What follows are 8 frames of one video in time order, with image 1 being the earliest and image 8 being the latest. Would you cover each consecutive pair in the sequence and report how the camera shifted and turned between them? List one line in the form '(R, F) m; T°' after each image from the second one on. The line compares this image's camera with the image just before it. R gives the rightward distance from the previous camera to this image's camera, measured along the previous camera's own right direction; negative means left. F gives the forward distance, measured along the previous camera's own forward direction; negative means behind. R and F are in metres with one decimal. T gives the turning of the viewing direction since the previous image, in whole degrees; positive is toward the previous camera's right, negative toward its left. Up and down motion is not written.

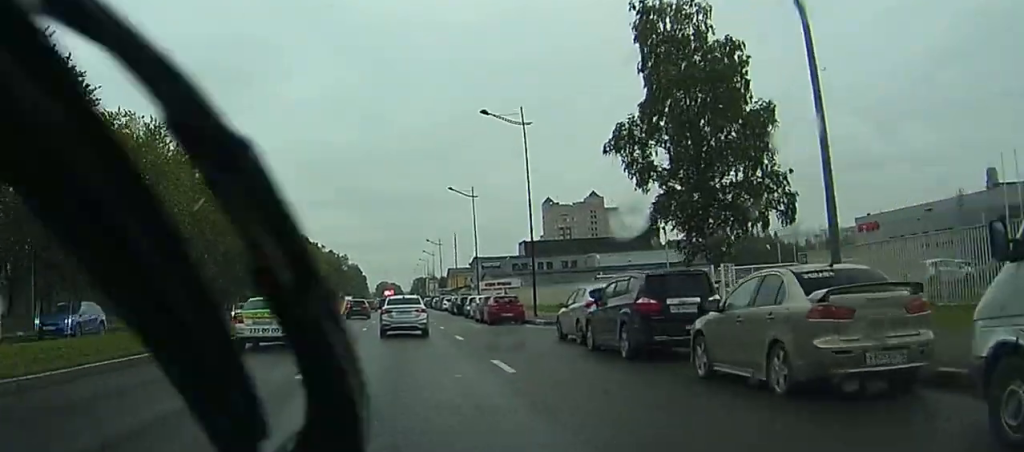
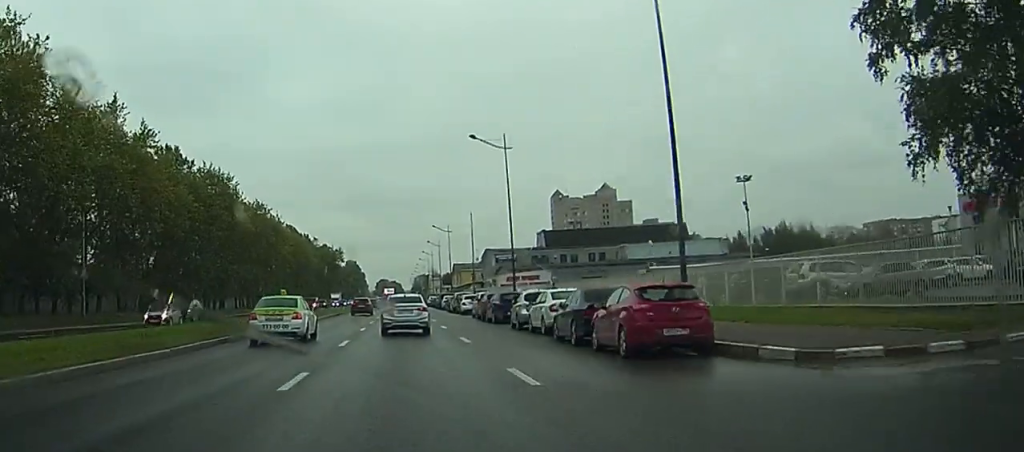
(-0.2, +24.9) m; -1°
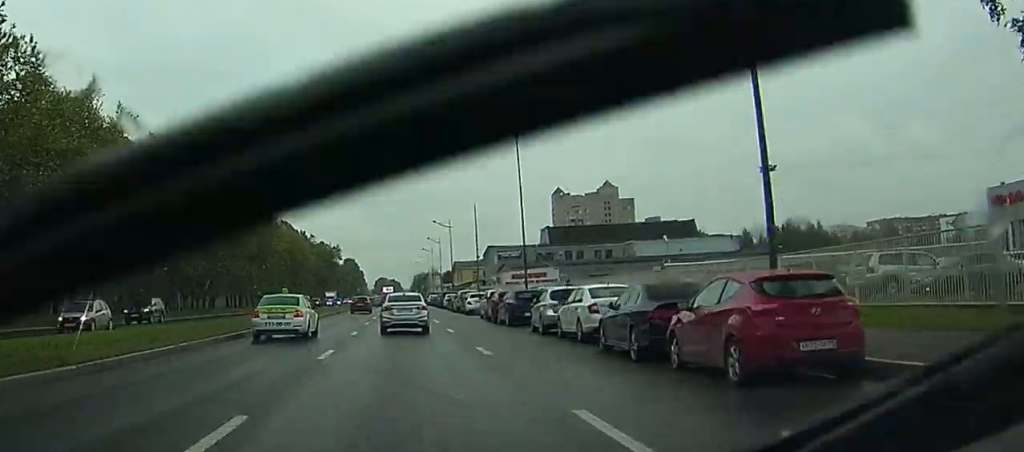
(0.0, +5.8) m; 0°
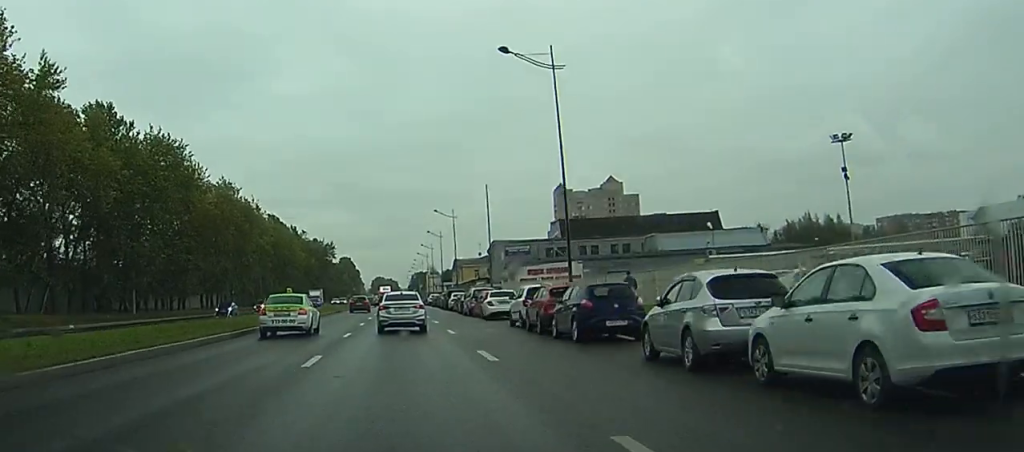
(+0.1, +13.9) m; +1°
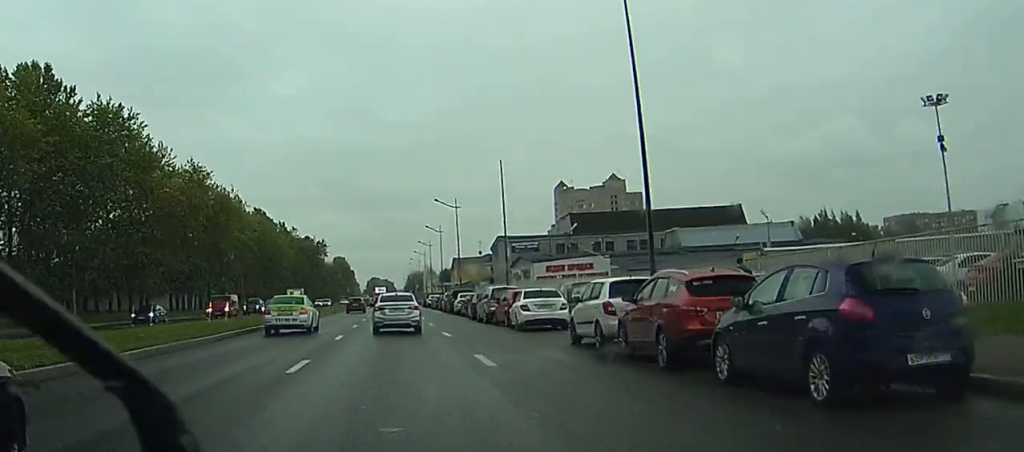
(+0.1, +12.9) m; 0°
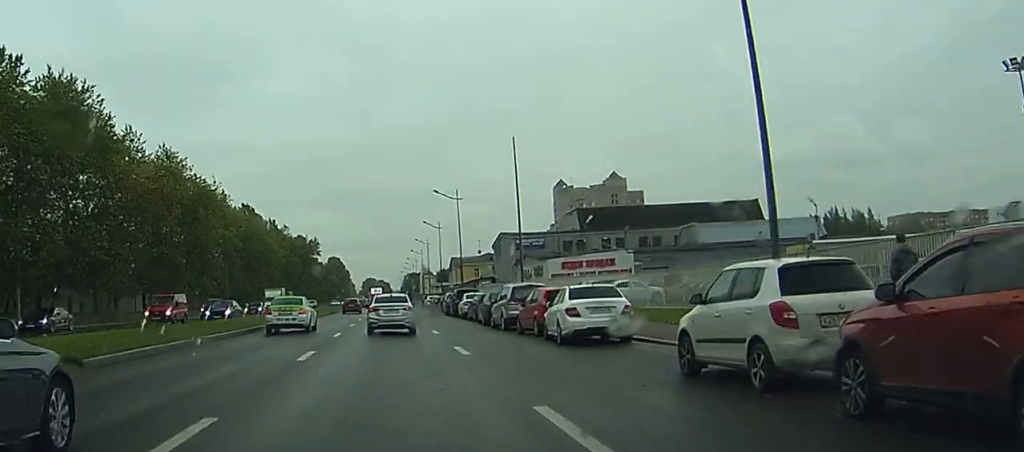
(0.0, +8.9) m; 0°
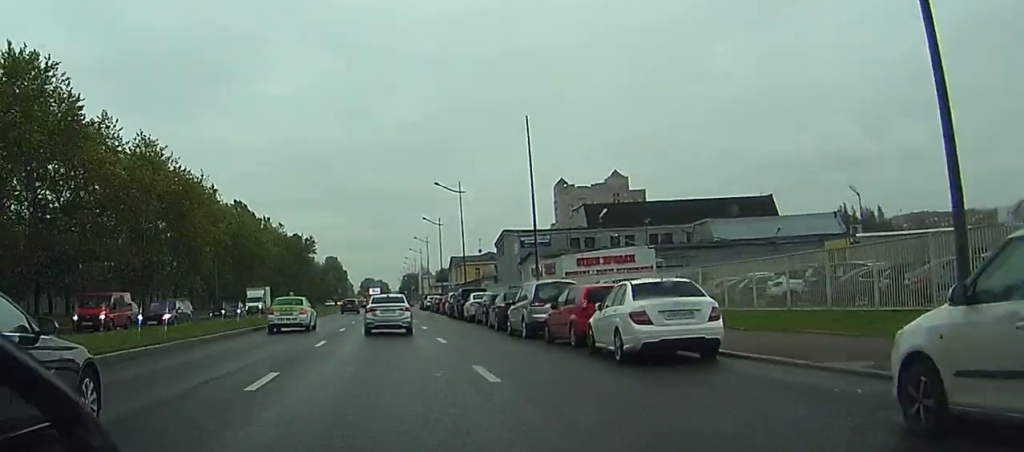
(0.0, +6.1) m; 0°
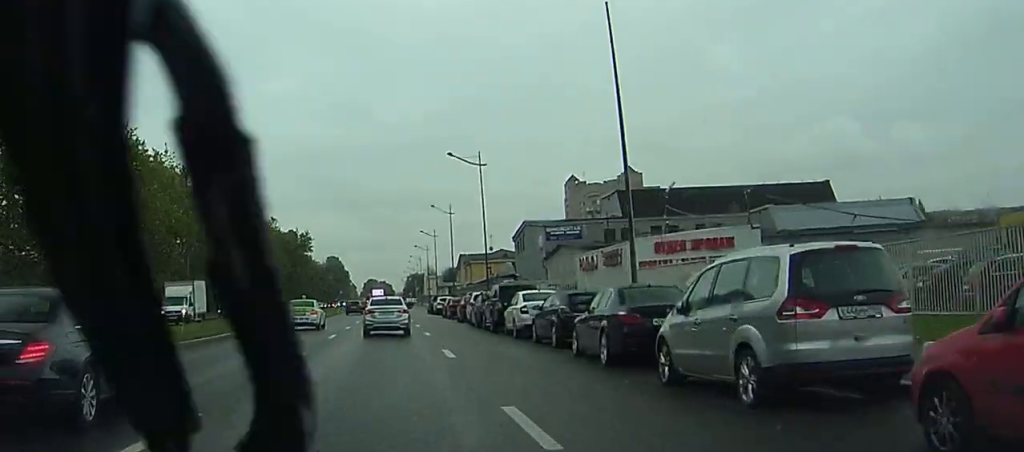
(0.0, +17.9) m; 0°
